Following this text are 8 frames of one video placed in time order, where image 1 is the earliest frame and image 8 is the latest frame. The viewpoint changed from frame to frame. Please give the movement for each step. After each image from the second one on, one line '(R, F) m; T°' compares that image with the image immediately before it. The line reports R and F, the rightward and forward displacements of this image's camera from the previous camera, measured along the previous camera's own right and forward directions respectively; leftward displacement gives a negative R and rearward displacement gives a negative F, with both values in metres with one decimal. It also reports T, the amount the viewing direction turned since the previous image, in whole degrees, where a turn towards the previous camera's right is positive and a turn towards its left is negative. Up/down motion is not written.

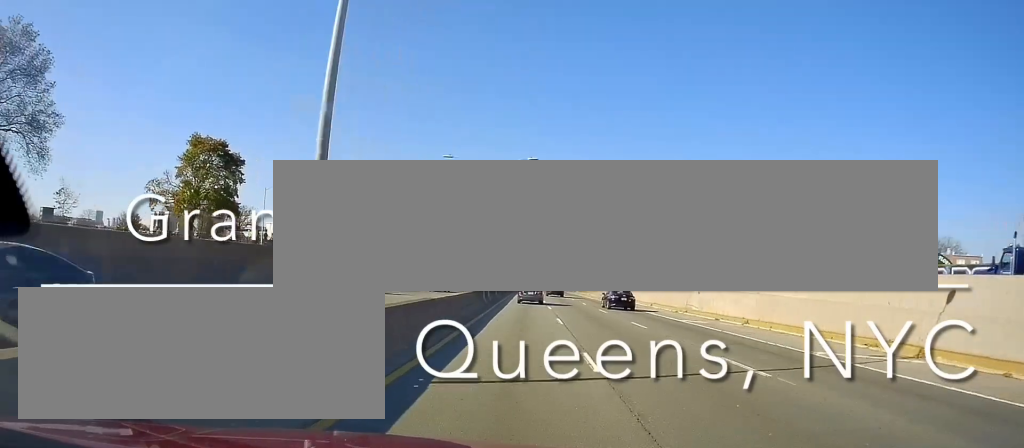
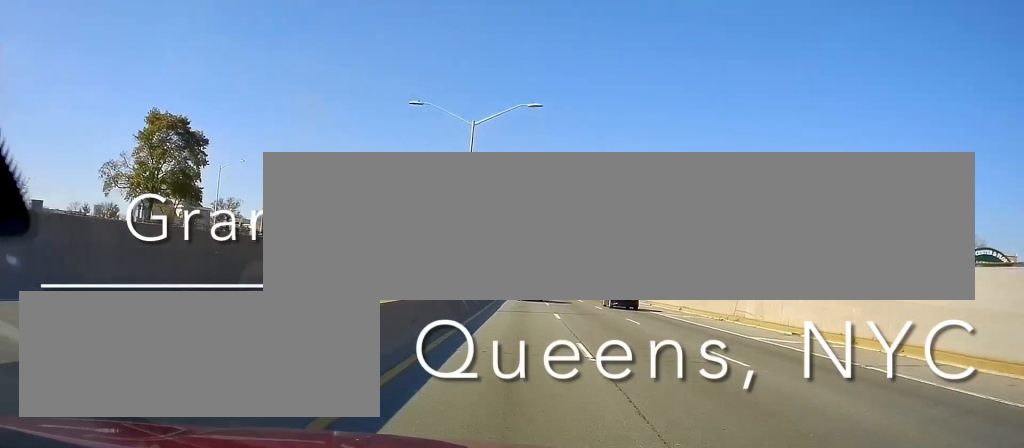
(+0.1, +10.9) m; 0°
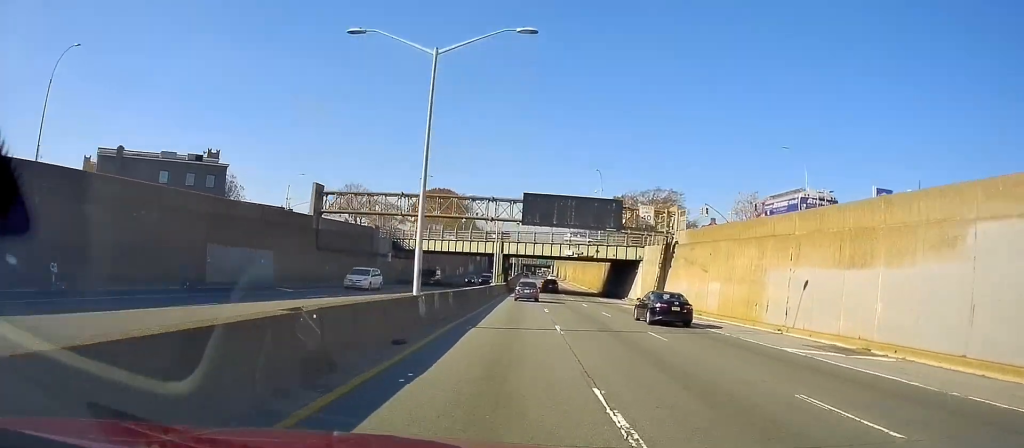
(+0.9, +78.9) m; +1°
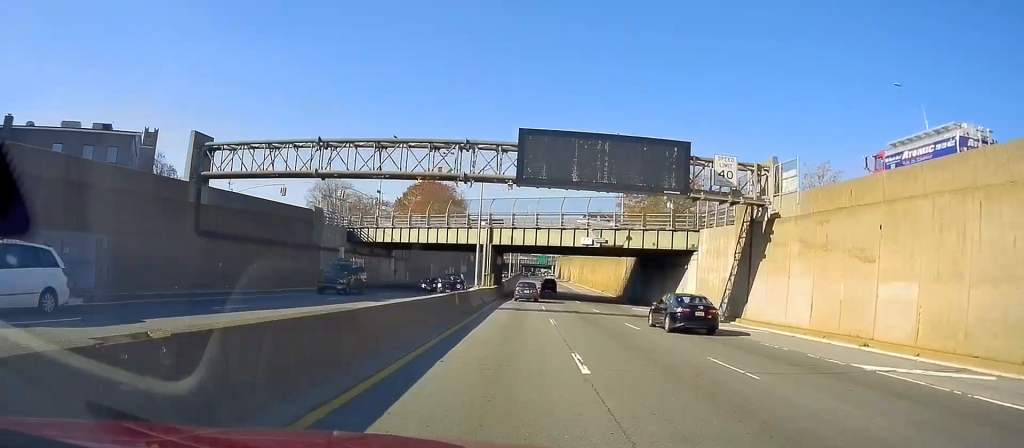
(+0.1, +19.3) m; 0°
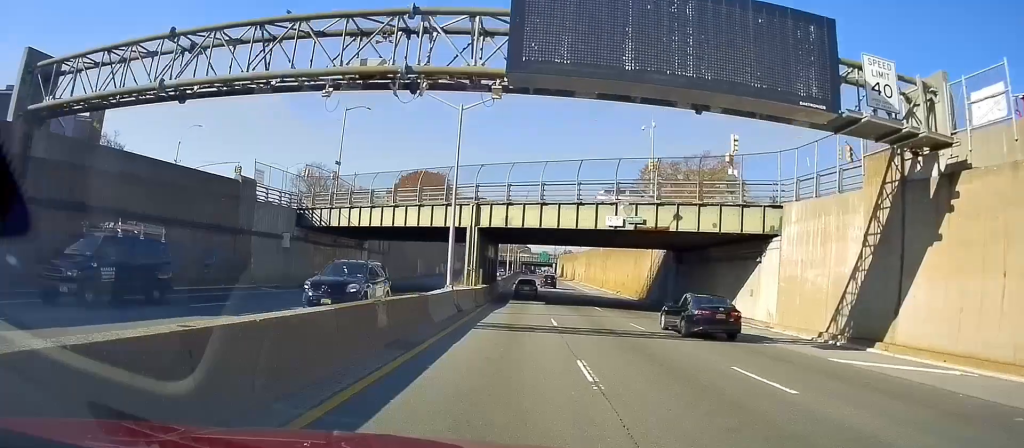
(0.0, +13.5) m; -1°
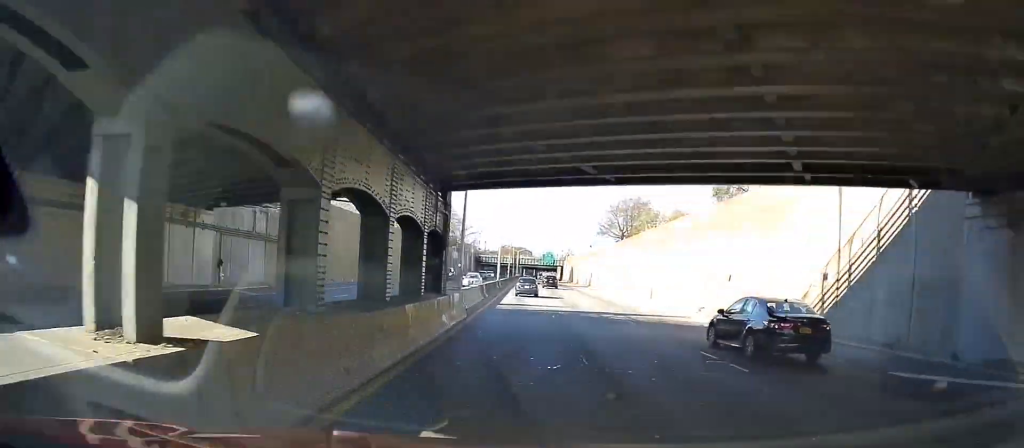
(-0.6, +33.8) m; 0°
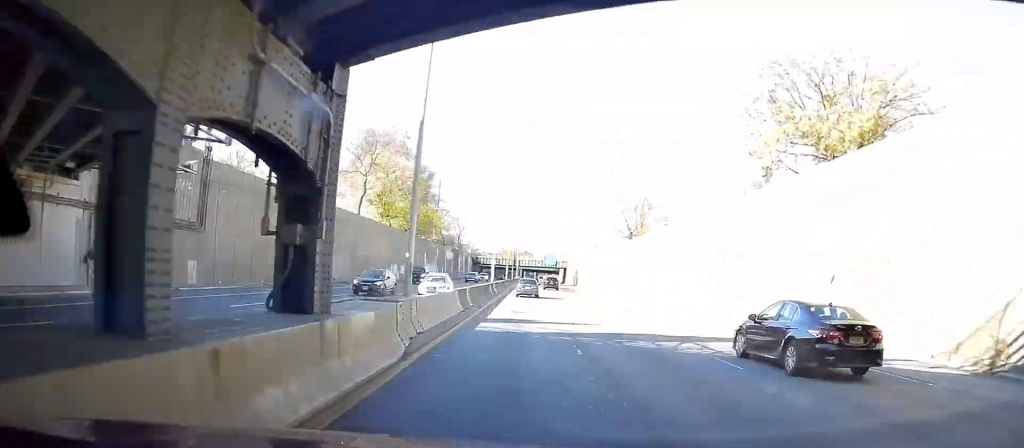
(+0.2, +11.9) m; 0°
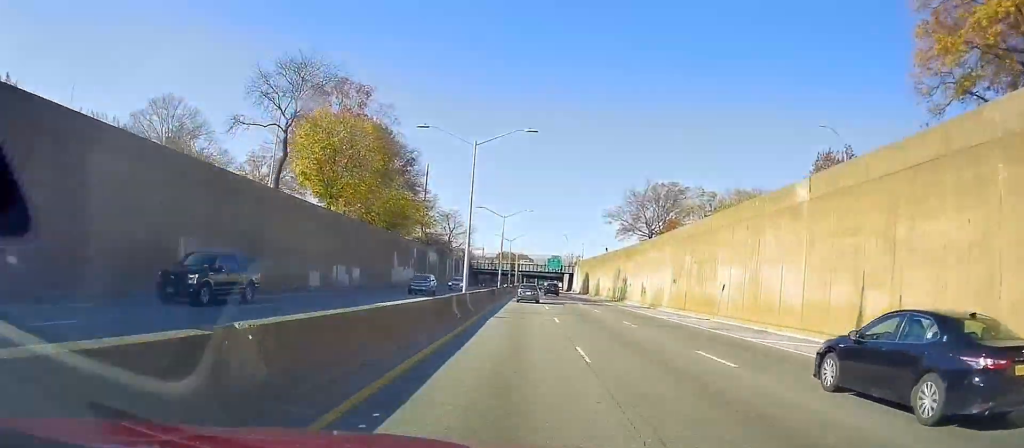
(+0.6, +22.9) m; -1°
